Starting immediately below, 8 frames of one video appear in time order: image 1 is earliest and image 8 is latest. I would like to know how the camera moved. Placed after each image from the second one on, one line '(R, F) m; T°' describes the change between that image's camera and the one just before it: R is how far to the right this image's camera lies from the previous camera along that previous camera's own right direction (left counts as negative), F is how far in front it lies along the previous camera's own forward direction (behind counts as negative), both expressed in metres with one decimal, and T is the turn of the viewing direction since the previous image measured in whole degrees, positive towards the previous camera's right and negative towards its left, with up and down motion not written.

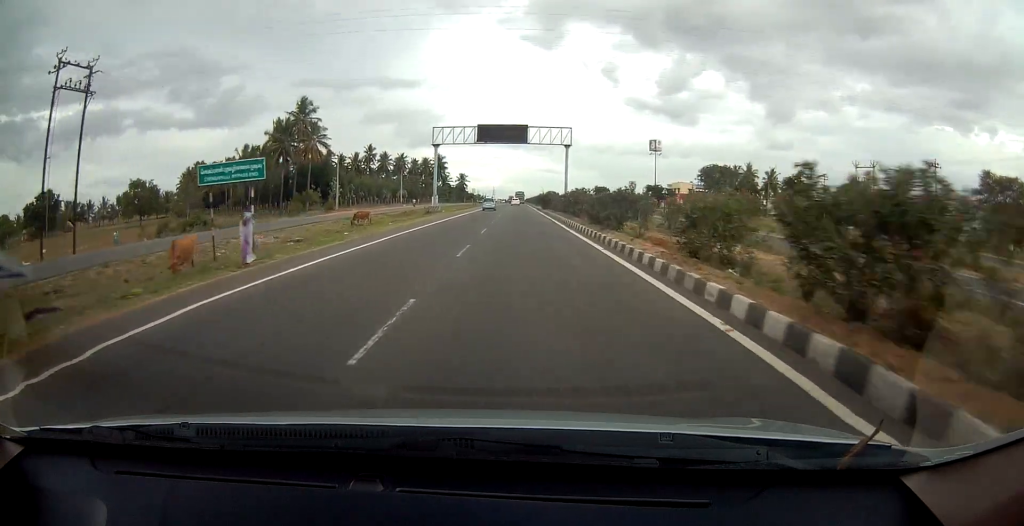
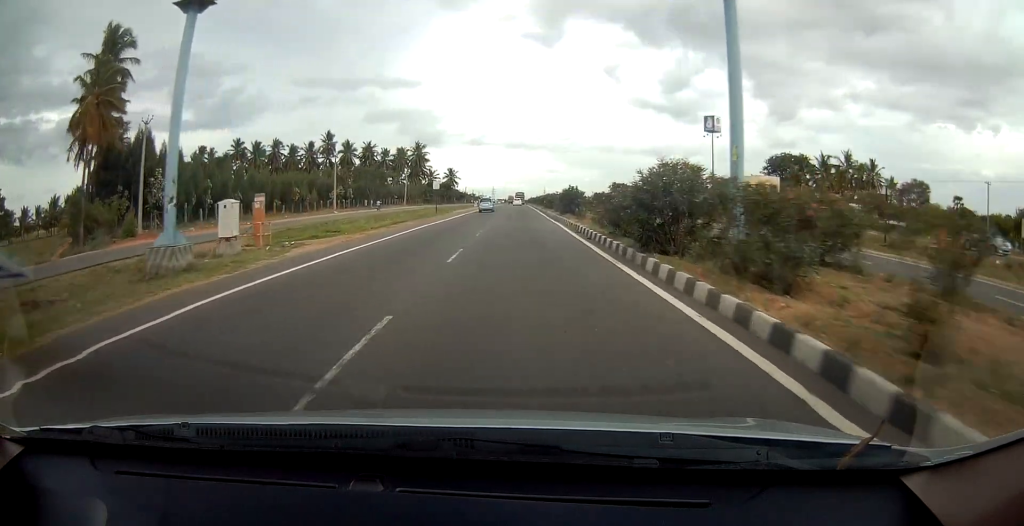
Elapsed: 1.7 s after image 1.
(-0.5, +46.3) m; 0°
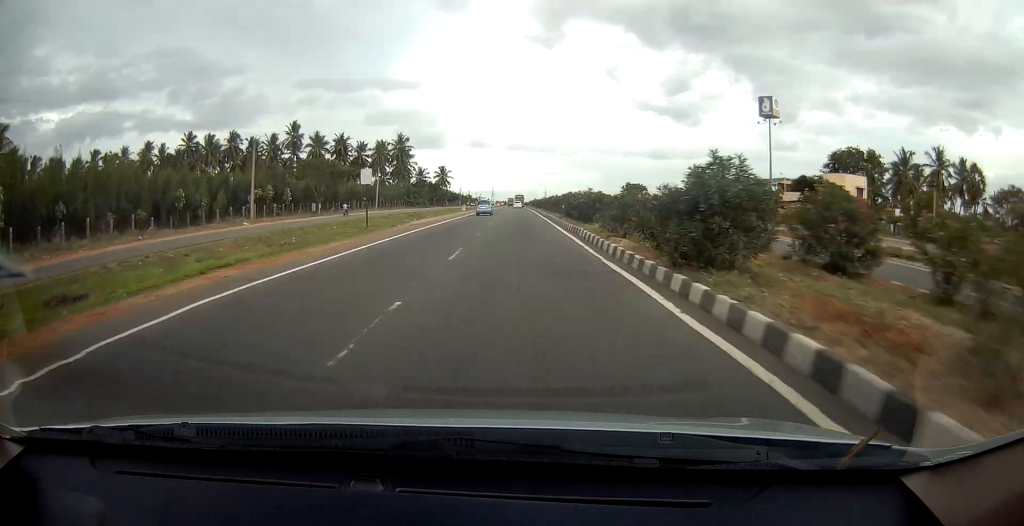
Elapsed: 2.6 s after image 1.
(+0.4, +26.4) m; 0°
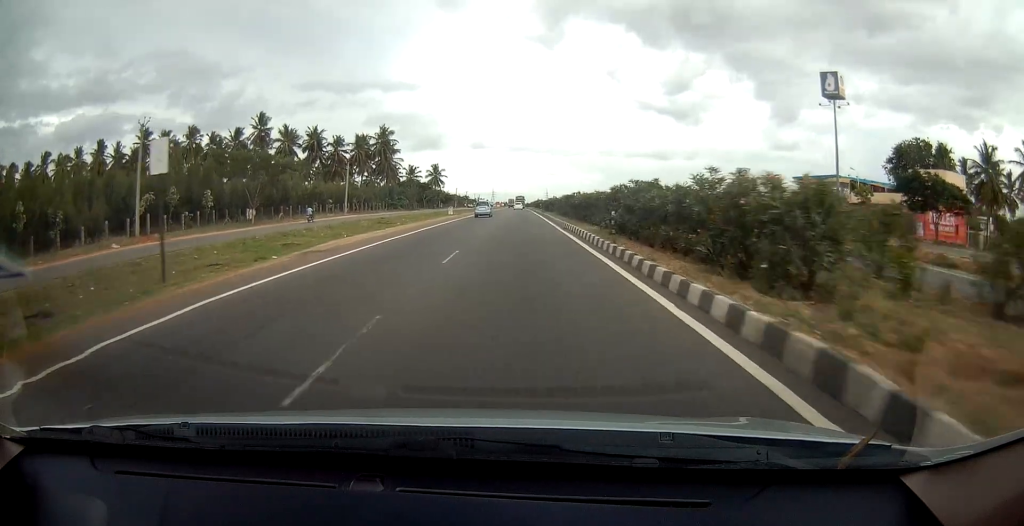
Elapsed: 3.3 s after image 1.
(-0.3, +19.3) m; 0°
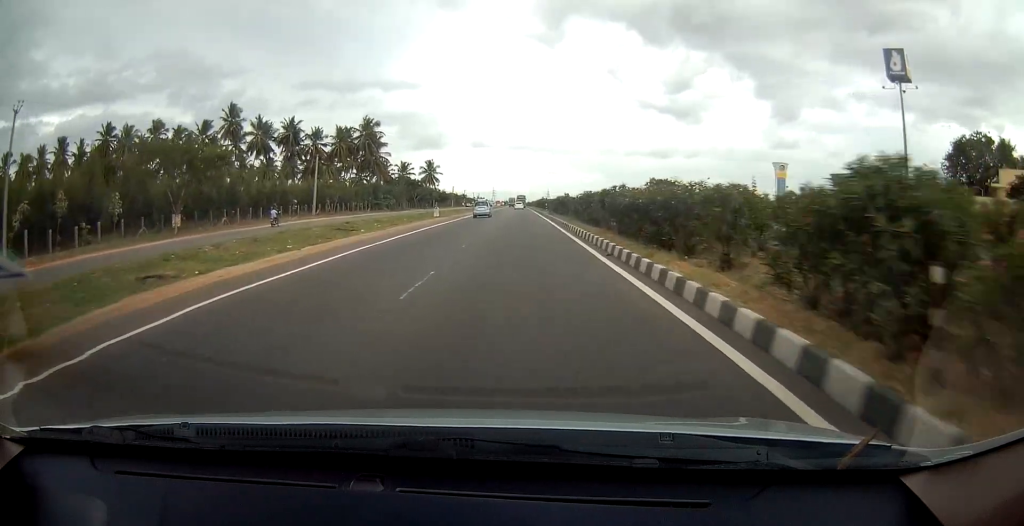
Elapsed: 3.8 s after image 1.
(0.0, +13.8) m; 0°
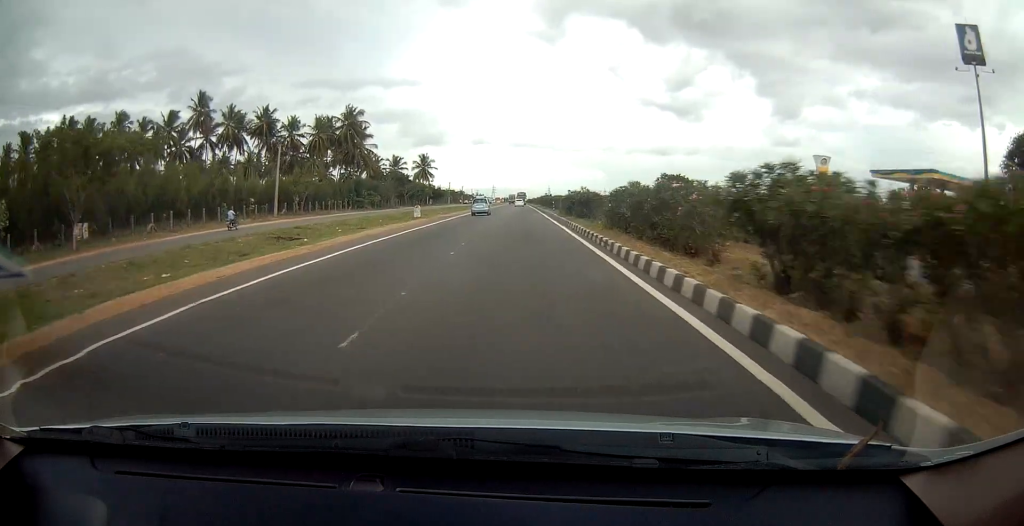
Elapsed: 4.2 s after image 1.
(0.0, +11.9) m; 0°
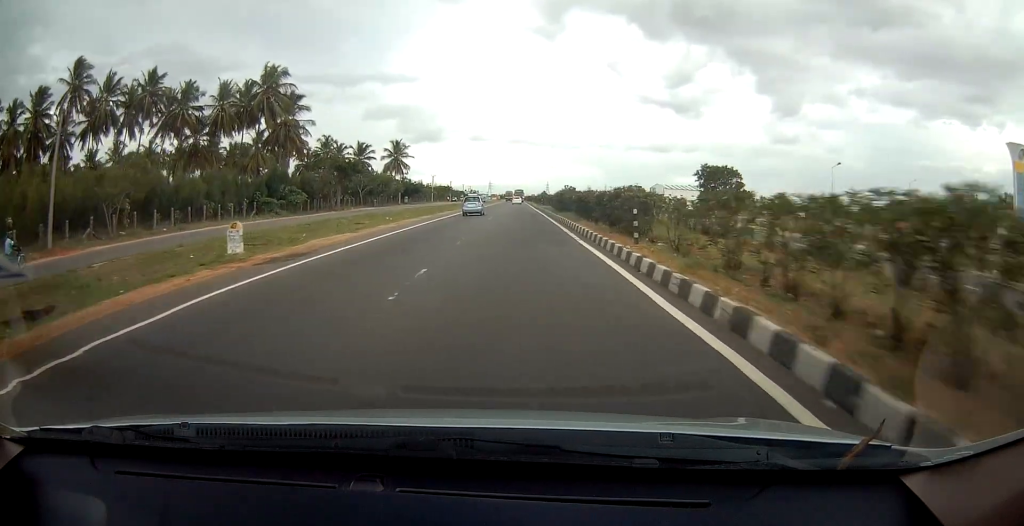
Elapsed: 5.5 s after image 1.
(+0.2, +33.5) m; 0°
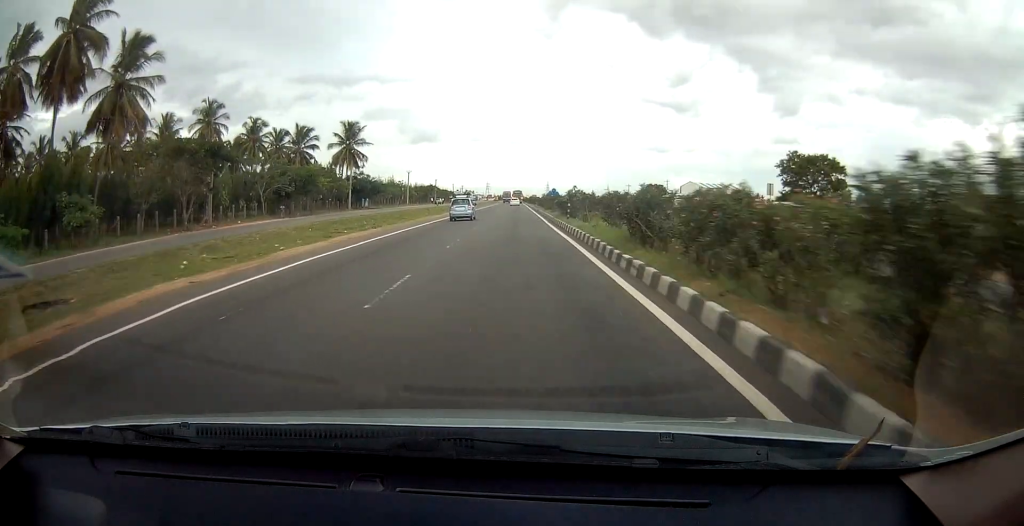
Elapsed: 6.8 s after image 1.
(-0.2, +36.1) m; 0°
